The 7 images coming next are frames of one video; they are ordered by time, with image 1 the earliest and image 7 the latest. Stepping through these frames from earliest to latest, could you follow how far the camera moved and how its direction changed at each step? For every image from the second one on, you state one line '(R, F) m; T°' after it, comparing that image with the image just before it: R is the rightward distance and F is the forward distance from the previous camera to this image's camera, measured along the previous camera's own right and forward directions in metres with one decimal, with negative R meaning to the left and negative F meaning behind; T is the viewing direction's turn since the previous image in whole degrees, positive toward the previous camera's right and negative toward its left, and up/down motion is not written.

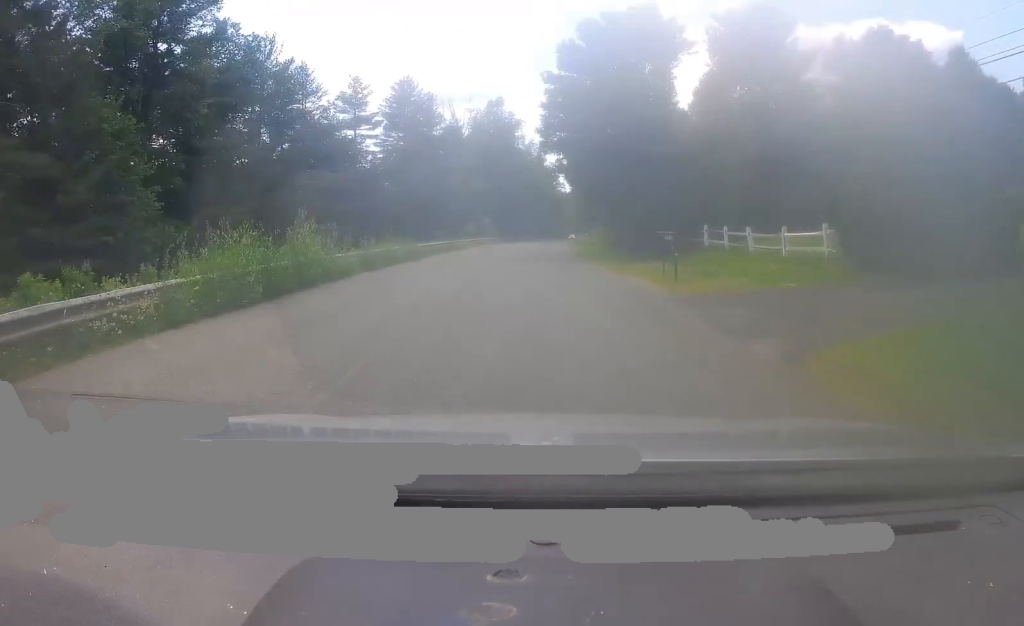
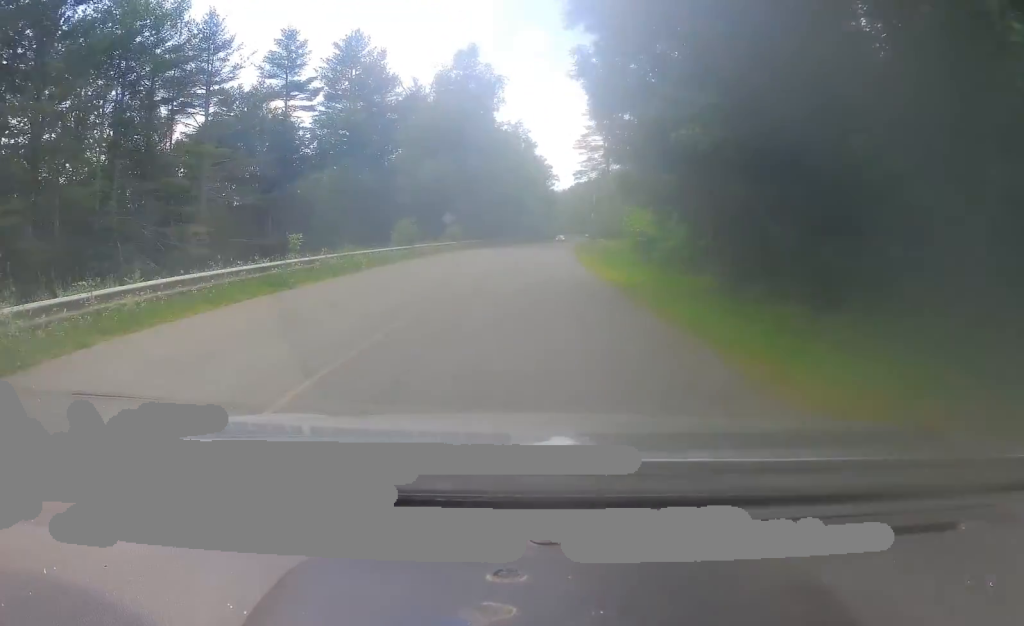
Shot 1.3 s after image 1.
(+0.7, +27.1) m; +1°
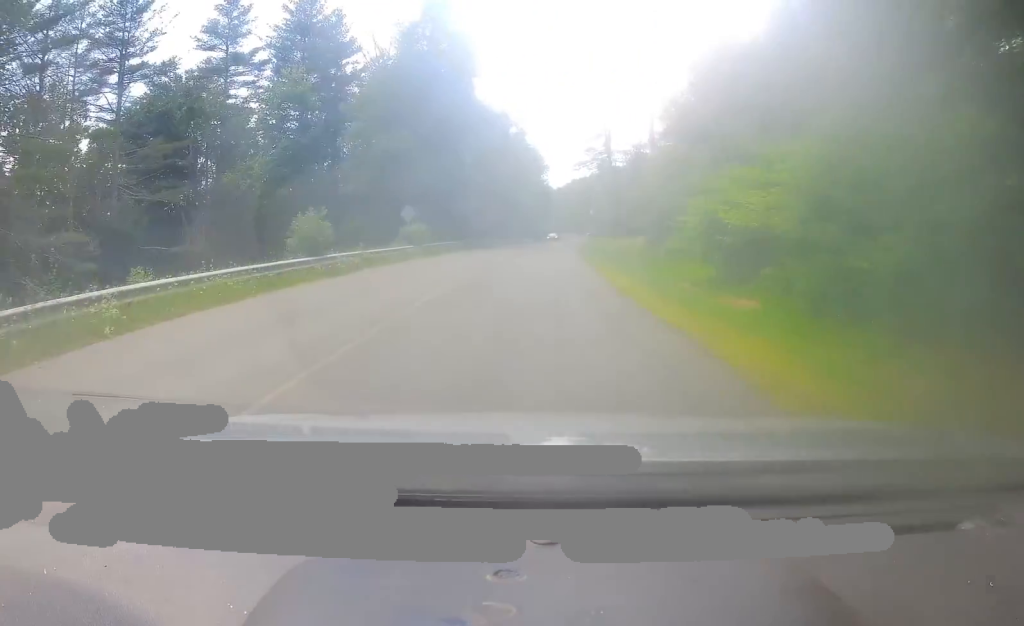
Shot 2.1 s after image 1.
(-0.2, +15.2) m; 0°
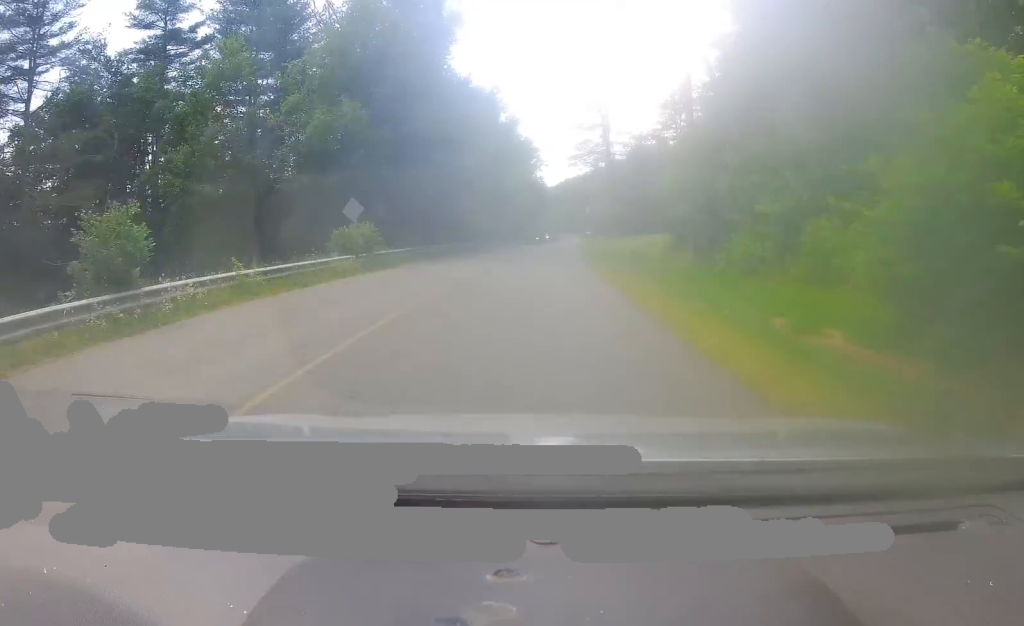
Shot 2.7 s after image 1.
(-0.1, +10.6) m; +1°
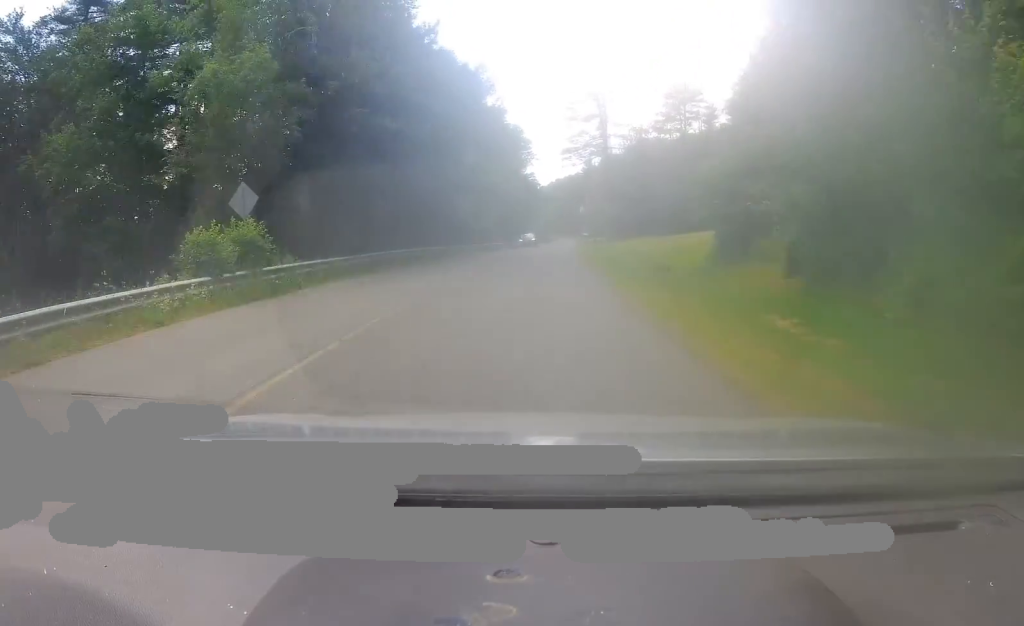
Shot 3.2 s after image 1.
(+0.1, +10.6) m; +1°
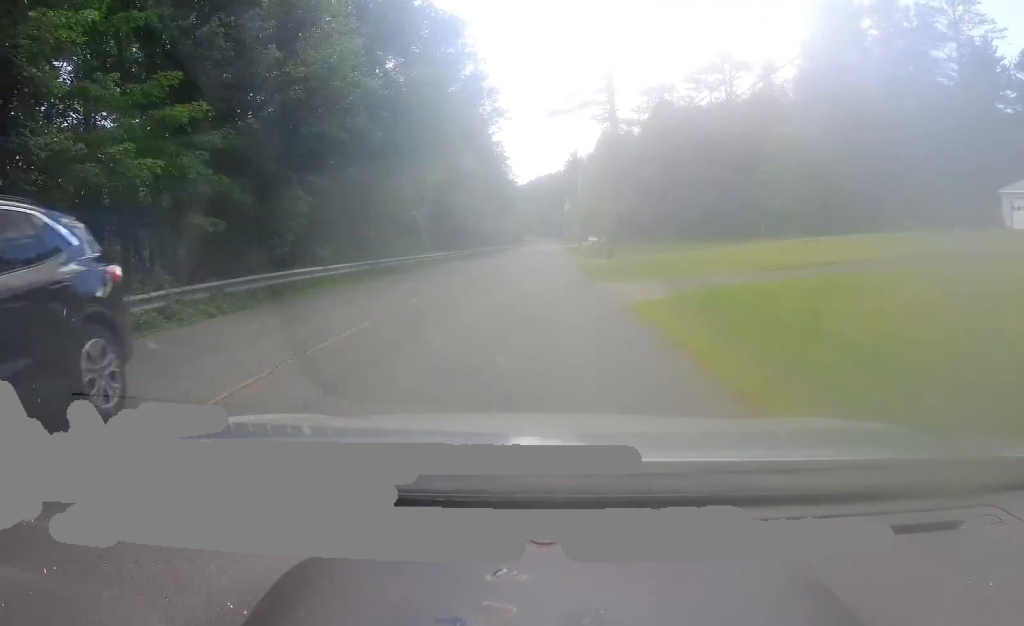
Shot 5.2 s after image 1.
(+0.6, +36.3) m; +2°
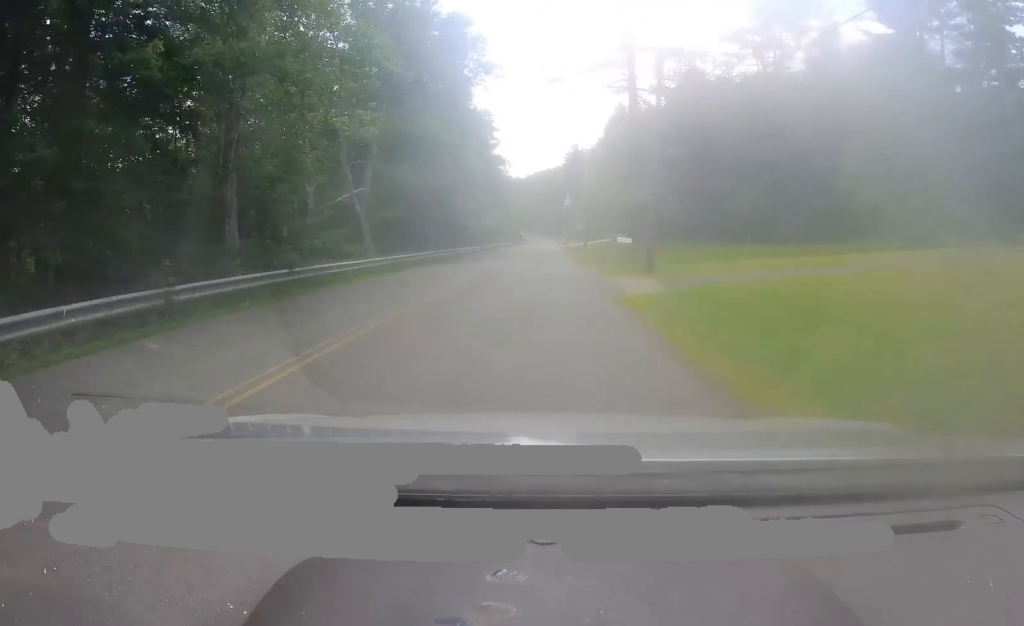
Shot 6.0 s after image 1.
(+0.5, +15.9) m; +1°
